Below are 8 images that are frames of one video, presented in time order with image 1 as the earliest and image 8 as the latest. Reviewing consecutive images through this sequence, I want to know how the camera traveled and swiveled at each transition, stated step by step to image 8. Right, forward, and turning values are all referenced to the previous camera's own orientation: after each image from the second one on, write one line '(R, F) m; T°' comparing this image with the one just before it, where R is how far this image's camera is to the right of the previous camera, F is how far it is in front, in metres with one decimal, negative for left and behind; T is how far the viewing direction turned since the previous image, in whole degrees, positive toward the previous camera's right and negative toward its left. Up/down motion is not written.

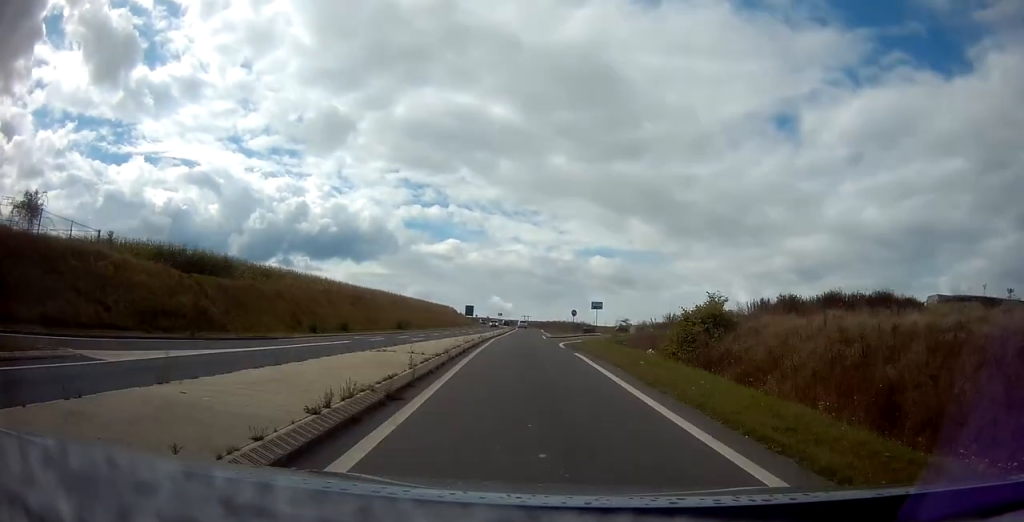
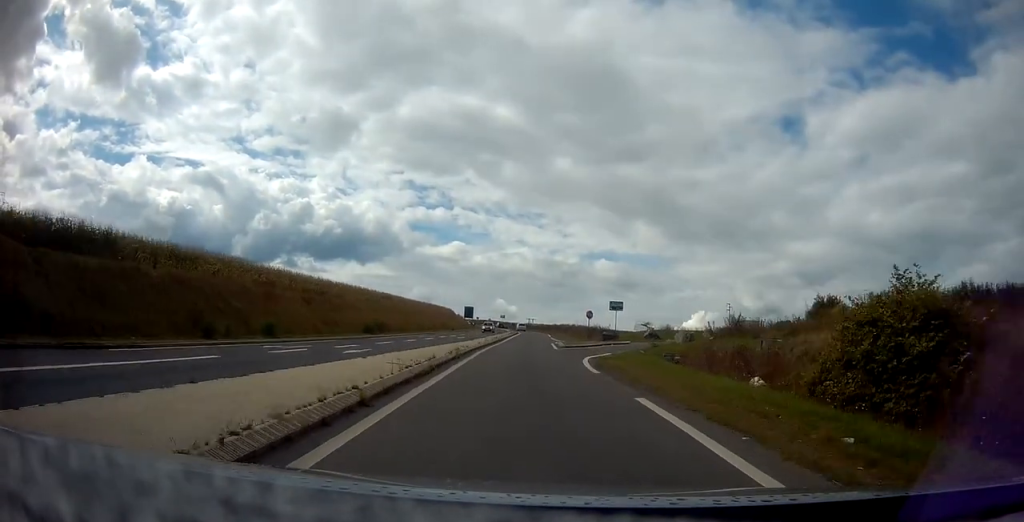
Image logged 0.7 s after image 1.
(-0.1, +13.1) m; 0°
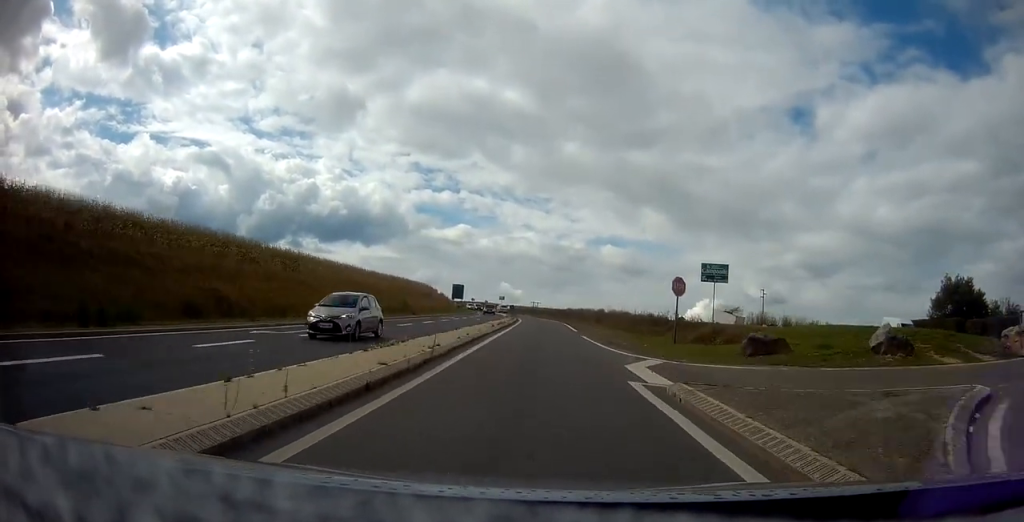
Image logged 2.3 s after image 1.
(+0.1, +32.3) m; +1°
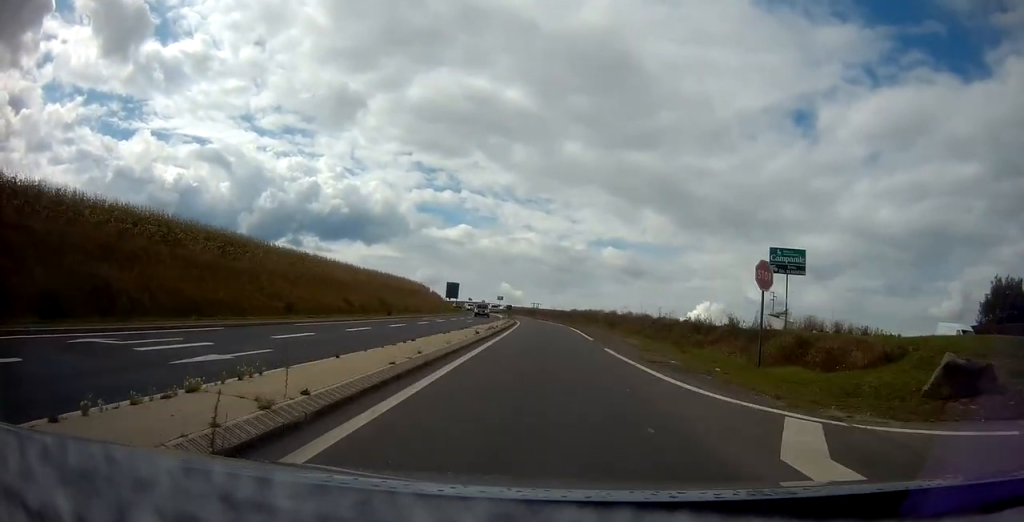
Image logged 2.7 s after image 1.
(+0.2, +9.1) m; 0°
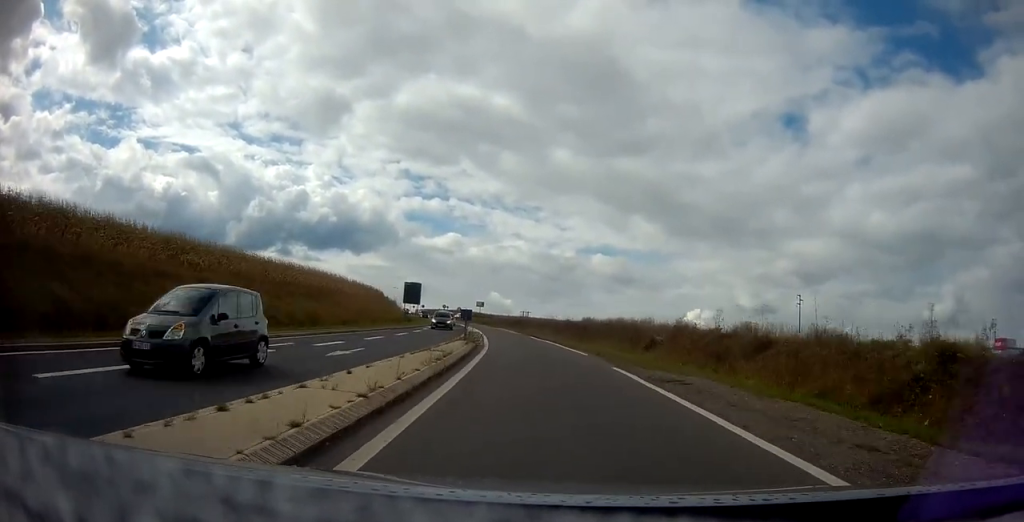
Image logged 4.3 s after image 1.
(-0.3, +29.6) m; 0°
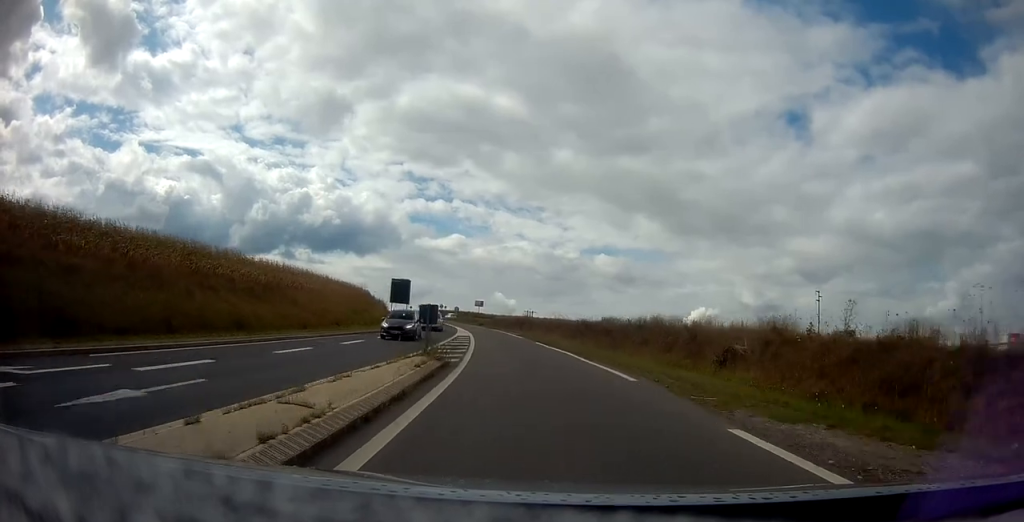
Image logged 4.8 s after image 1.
(+0.2, +10.2) m; -1°
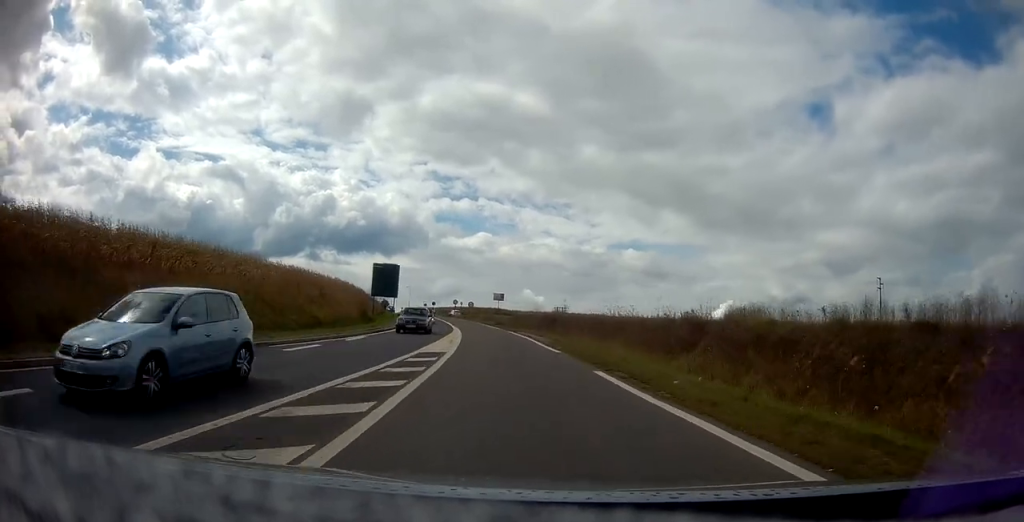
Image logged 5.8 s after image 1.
(-0.3, +19.7) m; -3°
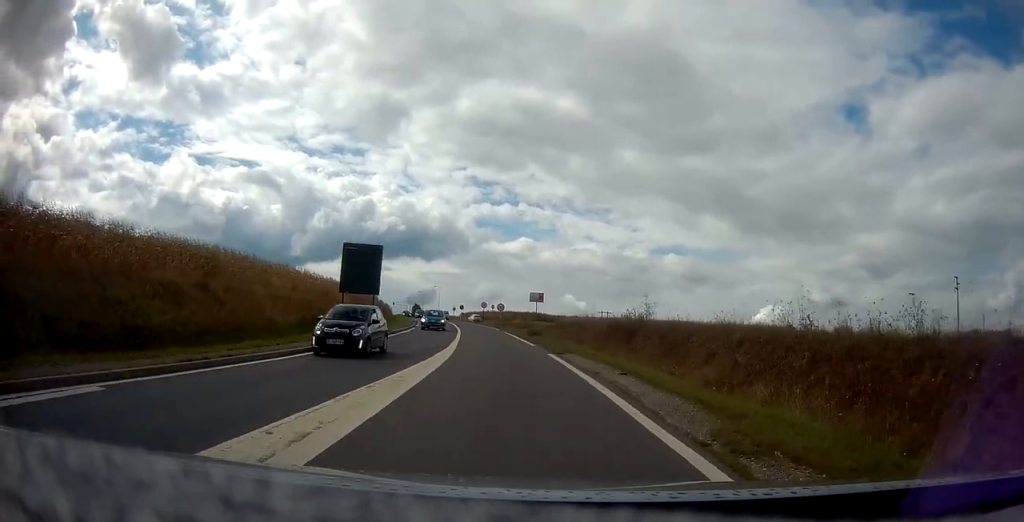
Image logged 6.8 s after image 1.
(-0.6, +18.5) m; -3°
